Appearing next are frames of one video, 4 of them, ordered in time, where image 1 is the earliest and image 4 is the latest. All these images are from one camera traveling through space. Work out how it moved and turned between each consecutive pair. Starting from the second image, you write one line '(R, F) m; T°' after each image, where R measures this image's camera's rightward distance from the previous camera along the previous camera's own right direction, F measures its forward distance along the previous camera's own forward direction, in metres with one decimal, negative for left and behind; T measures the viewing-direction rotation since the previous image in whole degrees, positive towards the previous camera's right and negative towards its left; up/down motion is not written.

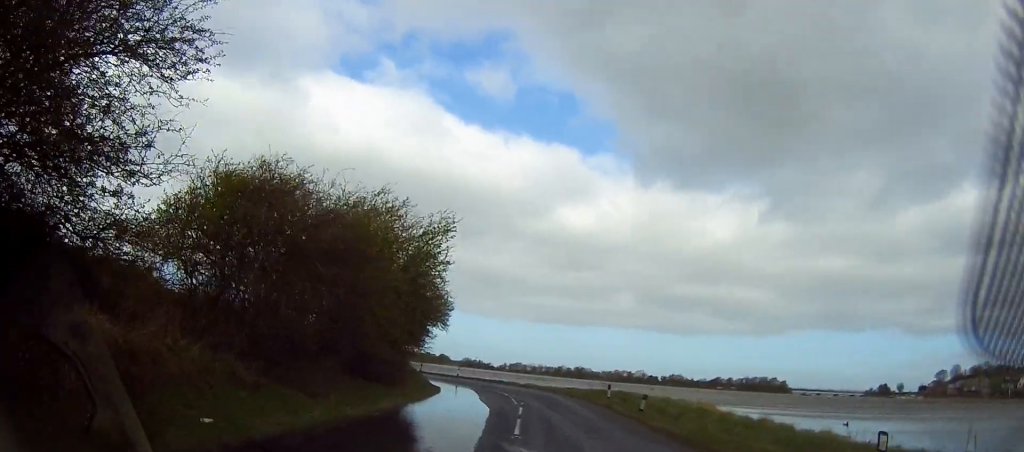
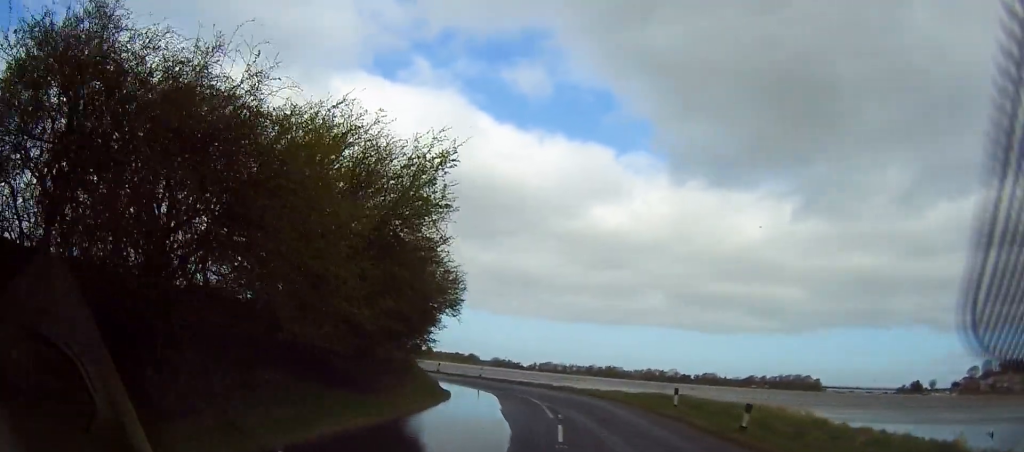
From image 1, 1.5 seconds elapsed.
(-0.1, +8.1) m; 0°
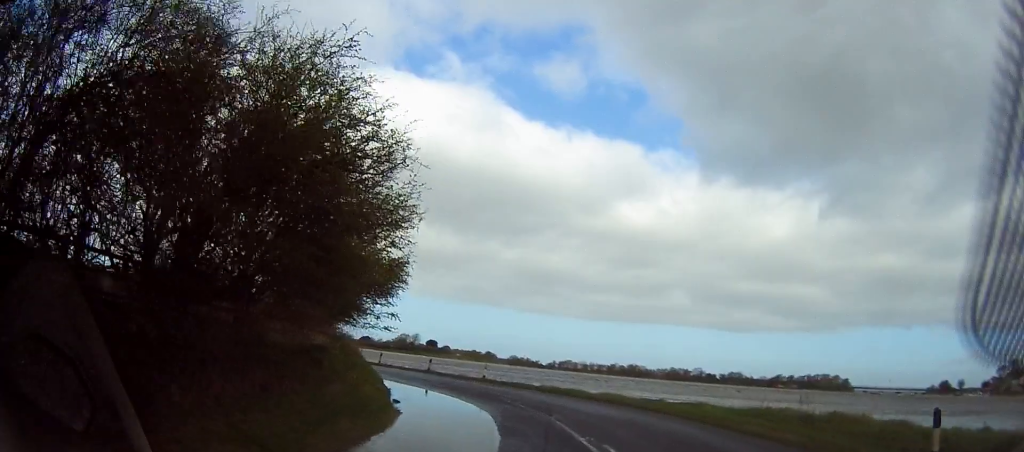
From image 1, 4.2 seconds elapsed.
(-0.6, +13.8) m; -8°
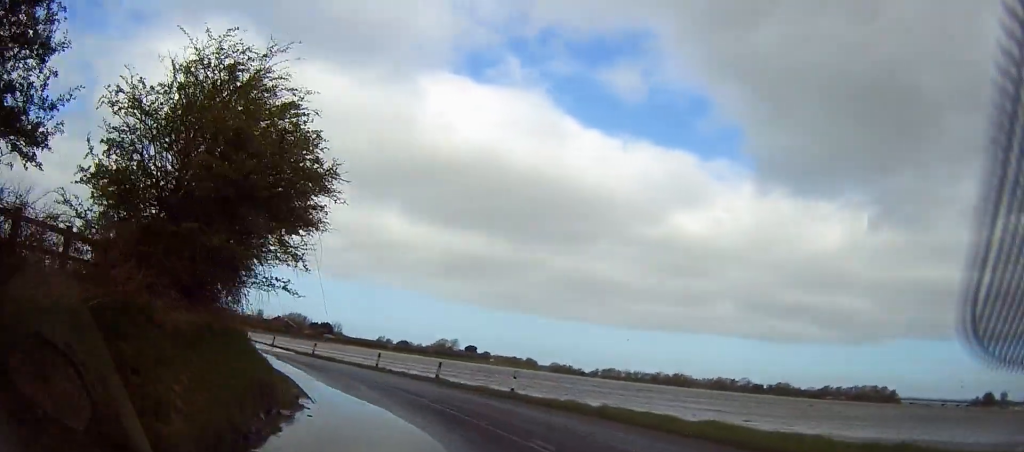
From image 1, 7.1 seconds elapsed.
(+0.2, +11.2) m; 0°
